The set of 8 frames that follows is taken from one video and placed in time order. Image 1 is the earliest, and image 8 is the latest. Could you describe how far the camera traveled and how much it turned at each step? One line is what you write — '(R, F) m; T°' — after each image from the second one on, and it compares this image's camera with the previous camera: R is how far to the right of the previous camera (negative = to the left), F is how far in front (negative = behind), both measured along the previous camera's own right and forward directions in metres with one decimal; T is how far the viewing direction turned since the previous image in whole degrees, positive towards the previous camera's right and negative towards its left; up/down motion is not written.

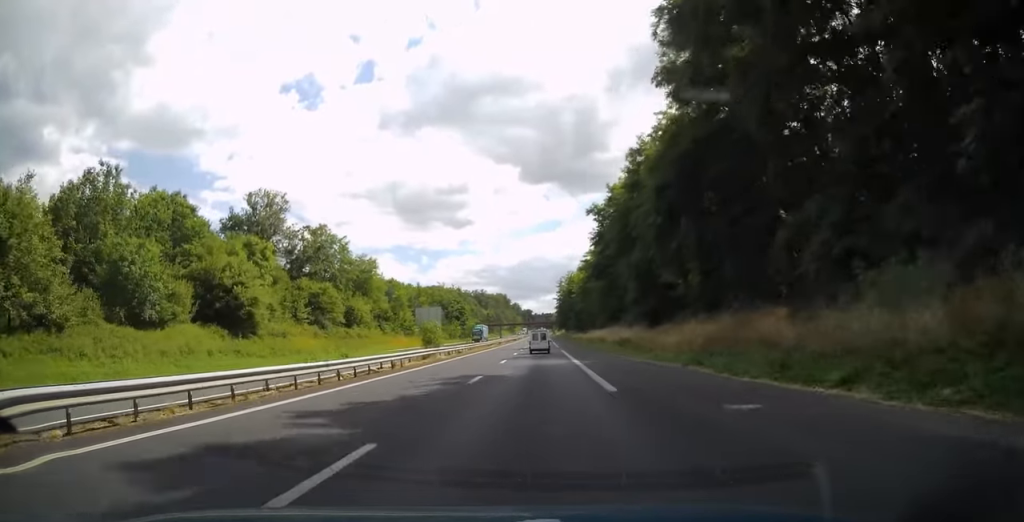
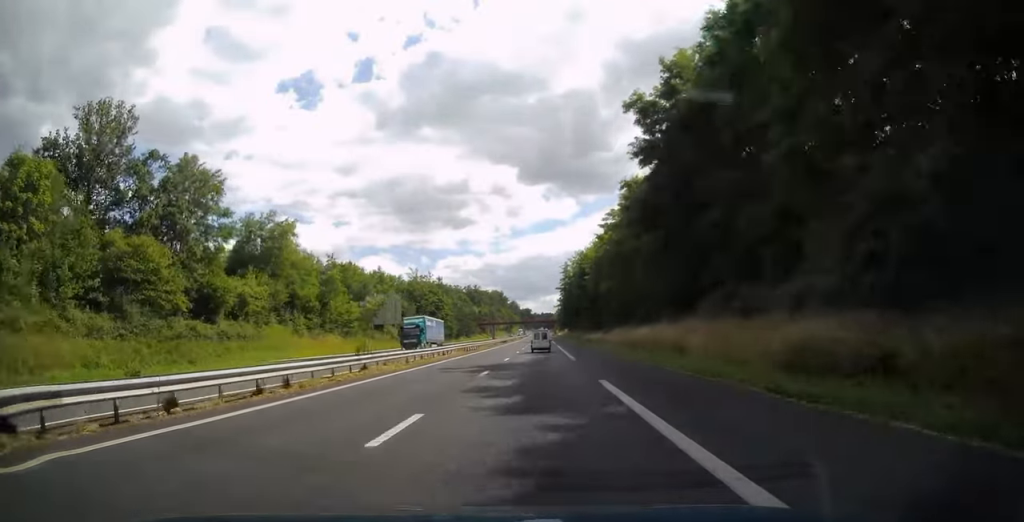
(+0.1, +36.6) m; 0°
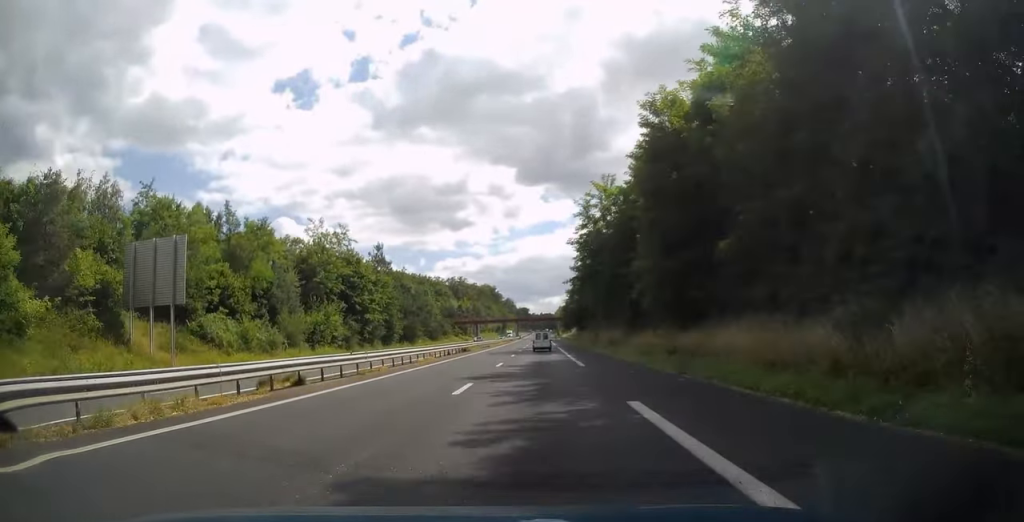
(+0.4, +58.9) m; 0°
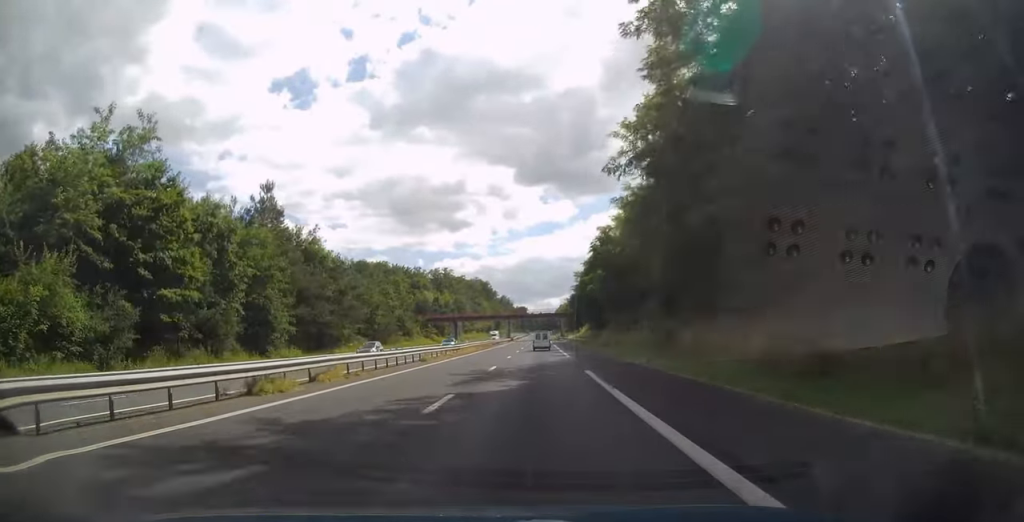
(-0.3, +42.9) m; 0°
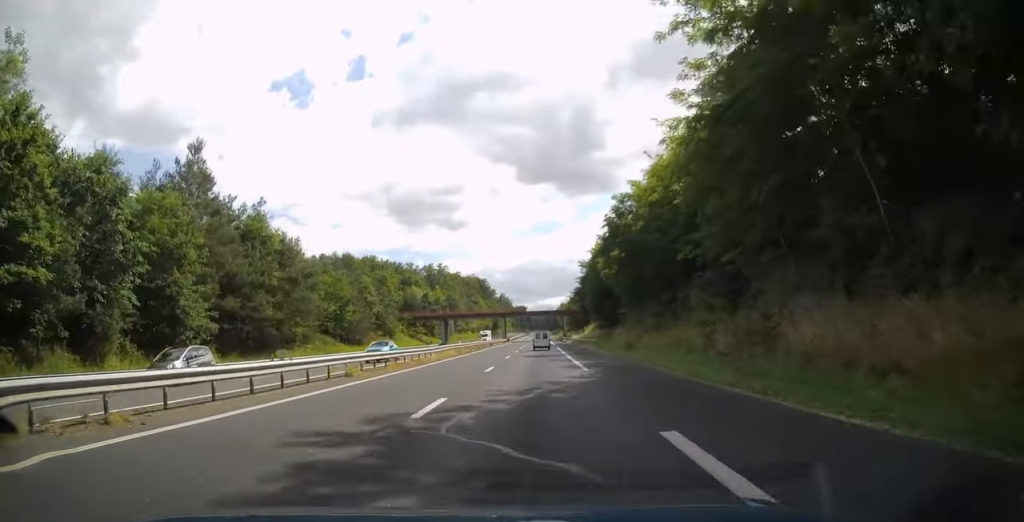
(0.0, +14.1) m; 0°
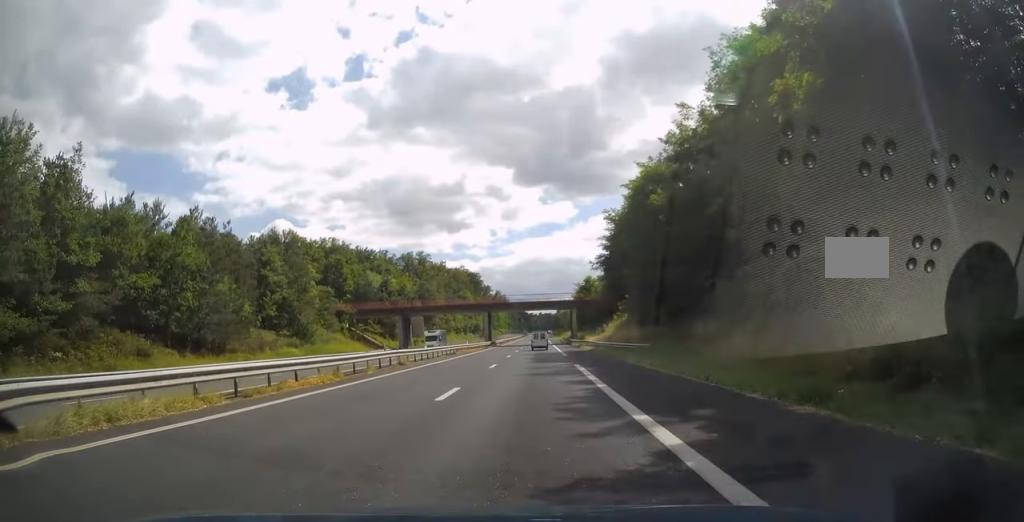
(+0.2, +36.5) m; 0°
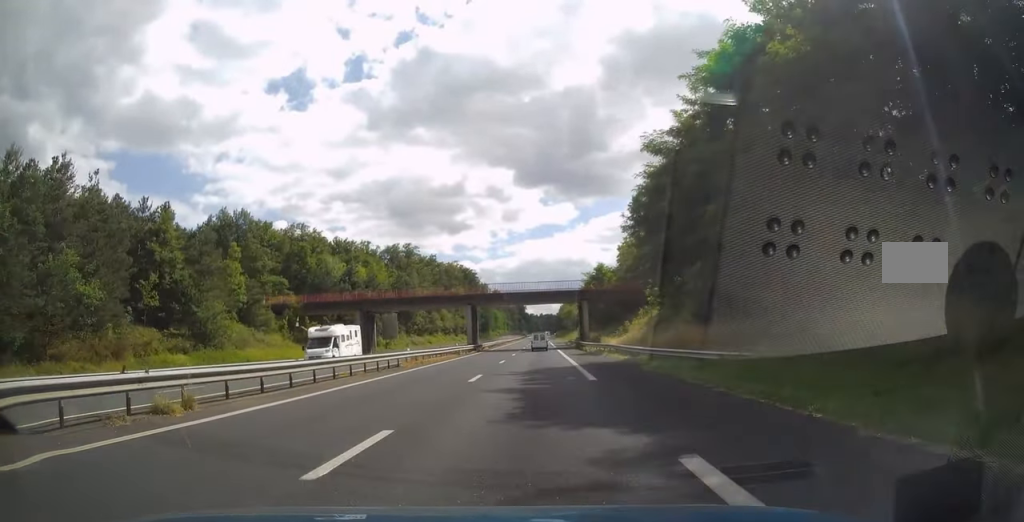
(+0.2, +20.4) m; 0°
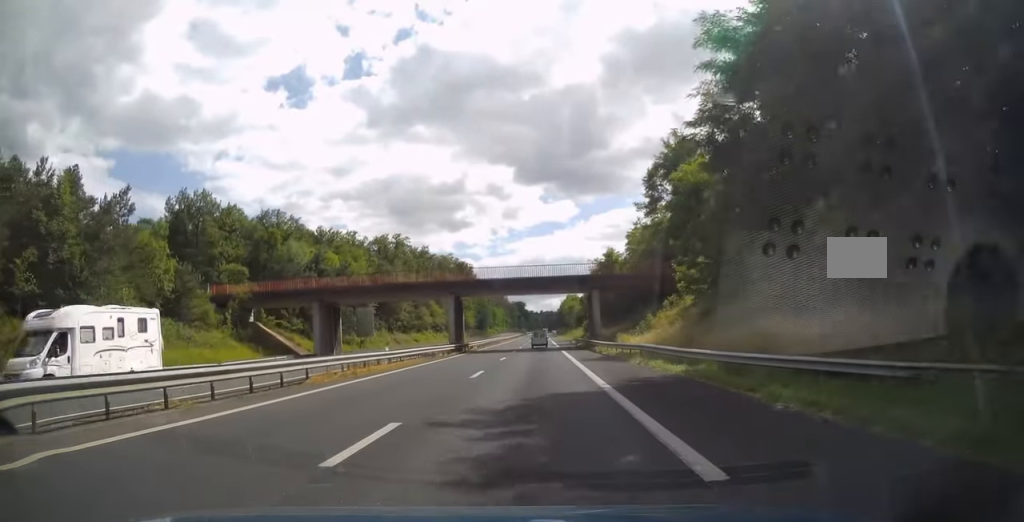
(-0.2, +12.7) m; 0°
